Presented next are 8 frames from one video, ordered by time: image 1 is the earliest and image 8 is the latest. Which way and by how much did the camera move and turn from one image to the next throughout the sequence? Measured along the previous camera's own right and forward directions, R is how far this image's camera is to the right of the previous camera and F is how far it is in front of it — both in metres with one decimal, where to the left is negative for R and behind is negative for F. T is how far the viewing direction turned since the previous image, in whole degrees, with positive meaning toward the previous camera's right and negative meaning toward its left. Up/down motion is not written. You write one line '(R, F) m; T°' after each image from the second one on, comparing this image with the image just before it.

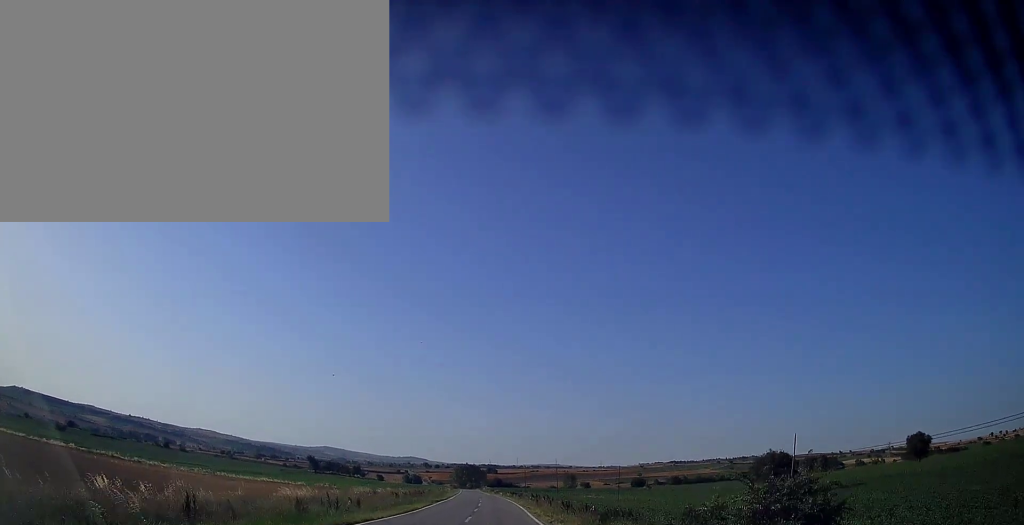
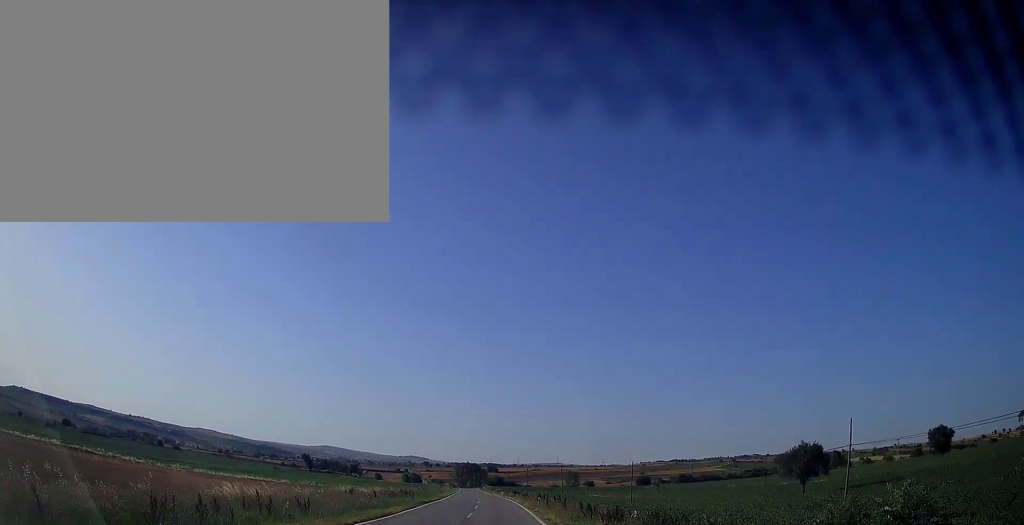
(0.0, +10.1) m; 0°
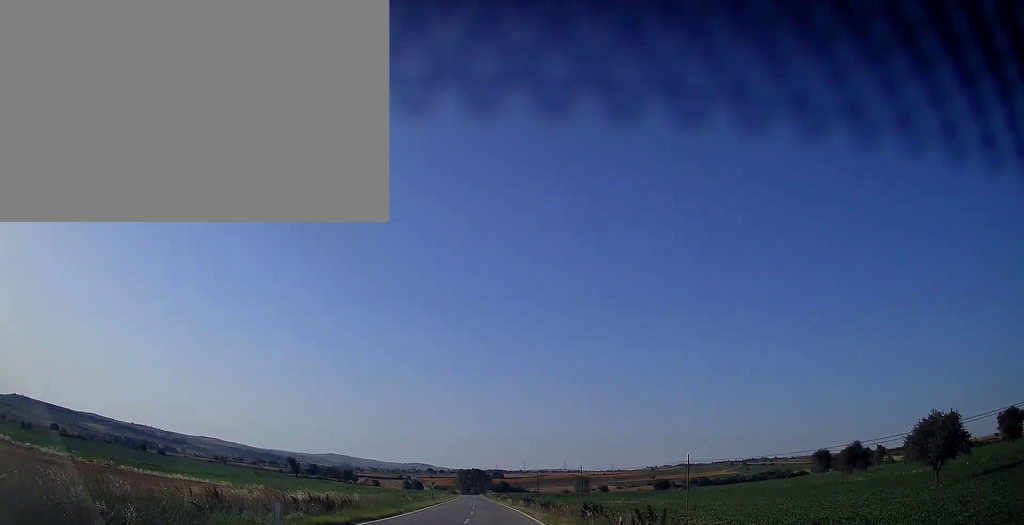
(+0.2, +24.7) m; 0°
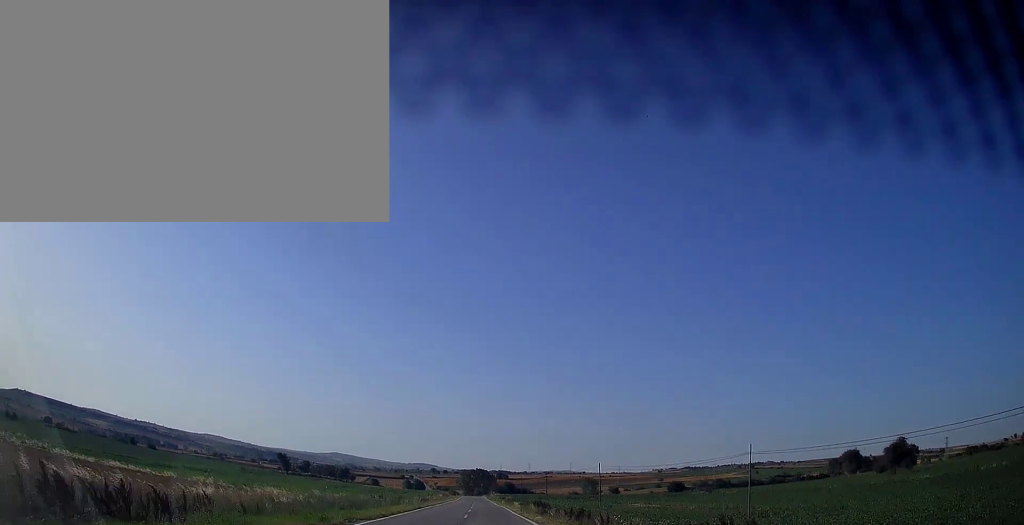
(0.0, +16.2) m; -1°
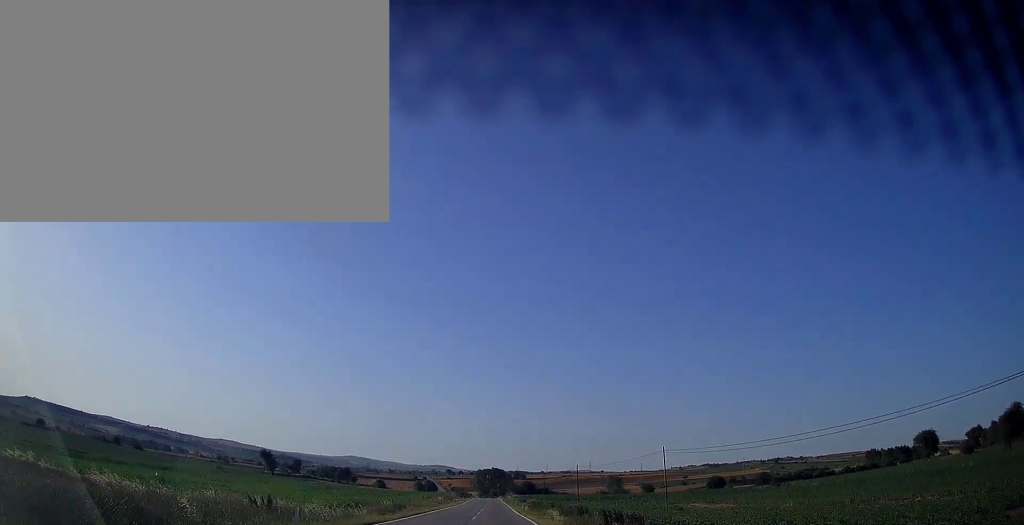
(-0.5, +31.1) m; -1°
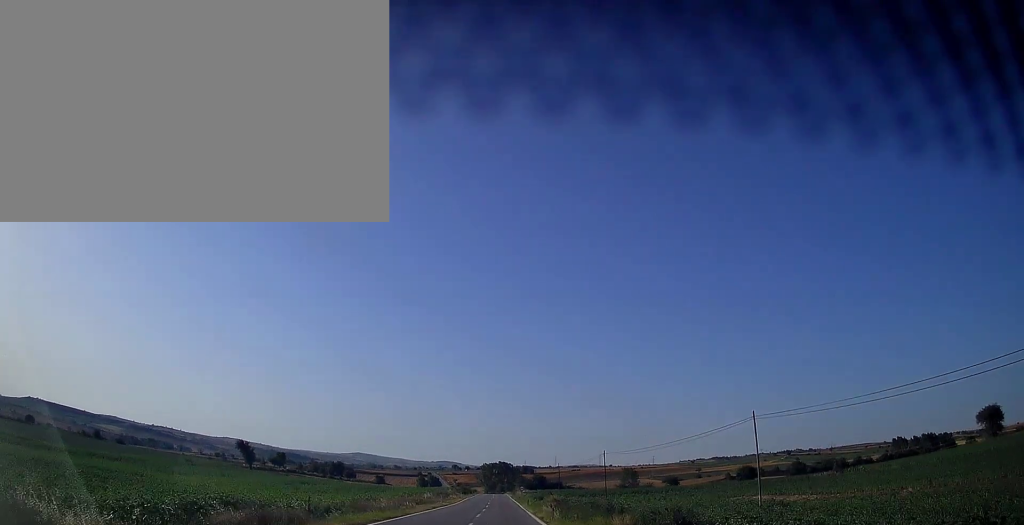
(-0.1, +24.5) m; -1°
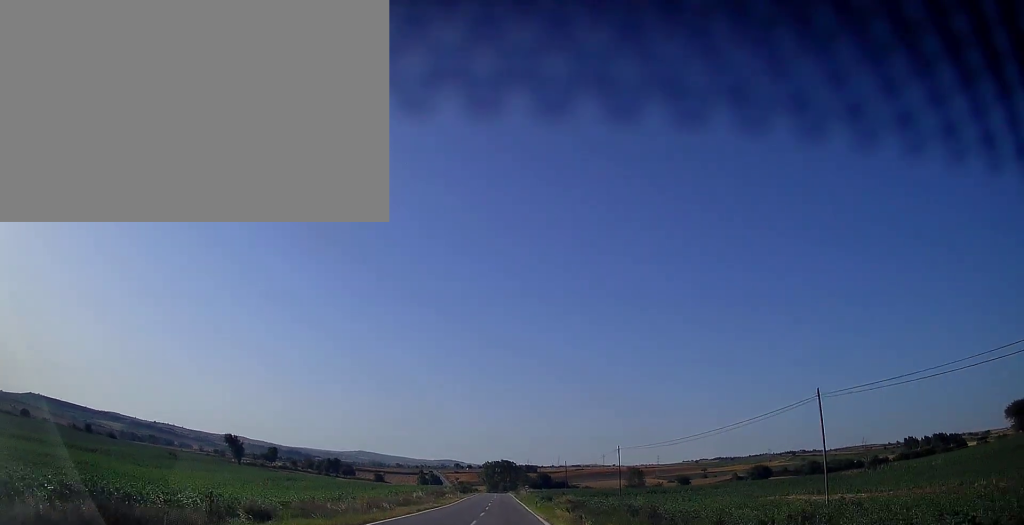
(0.0, +9.7) m; 0°
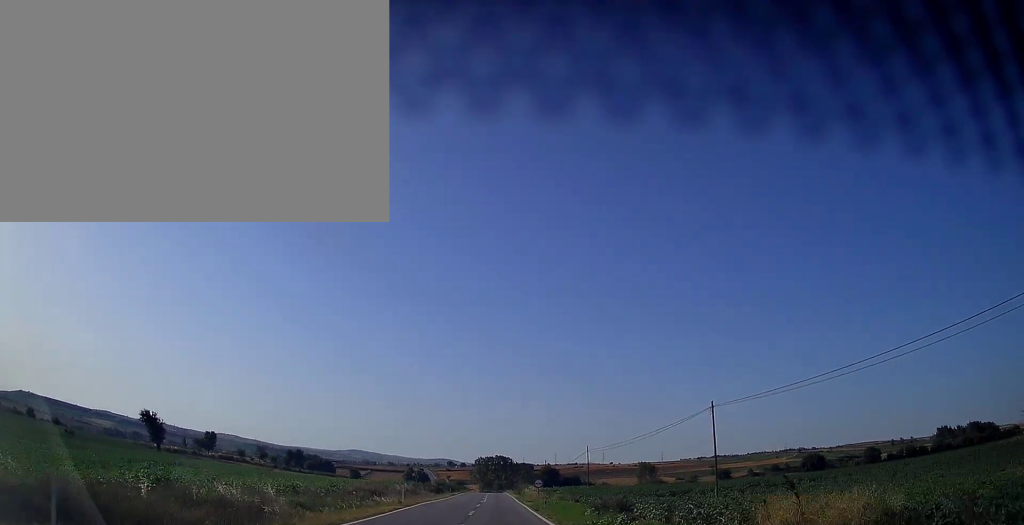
(-0.2, +40.5) m; 0°
